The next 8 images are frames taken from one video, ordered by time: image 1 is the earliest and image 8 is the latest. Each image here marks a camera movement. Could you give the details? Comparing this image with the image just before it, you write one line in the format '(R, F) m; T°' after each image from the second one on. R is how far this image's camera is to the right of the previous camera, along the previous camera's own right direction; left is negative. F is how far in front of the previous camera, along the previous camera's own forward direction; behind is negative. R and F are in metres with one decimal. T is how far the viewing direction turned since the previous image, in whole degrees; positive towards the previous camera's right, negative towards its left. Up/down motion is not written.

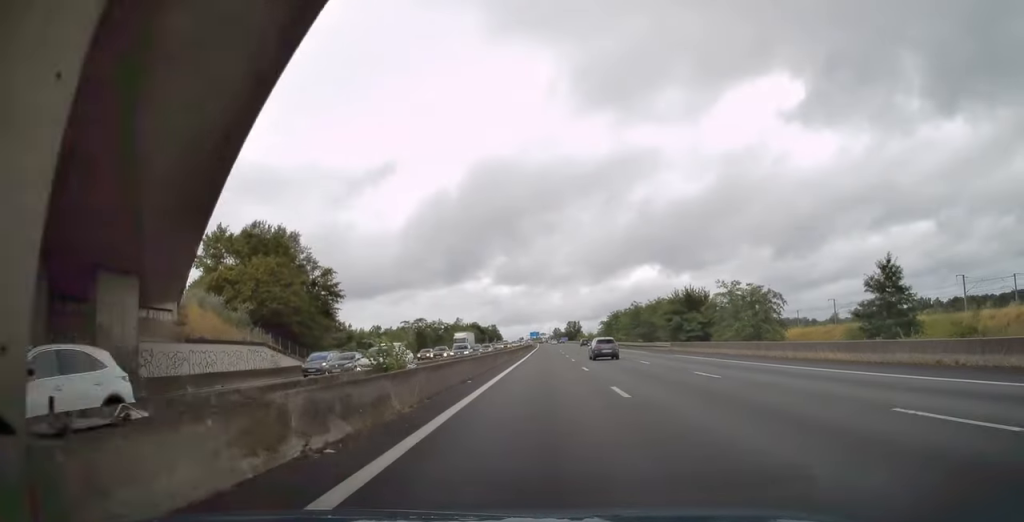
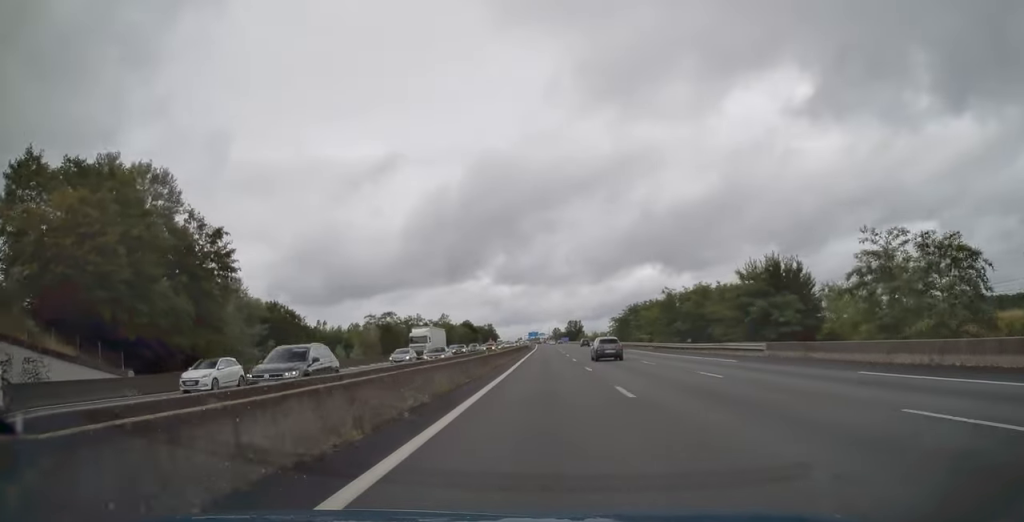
(0.0, +26.2) m; 0°
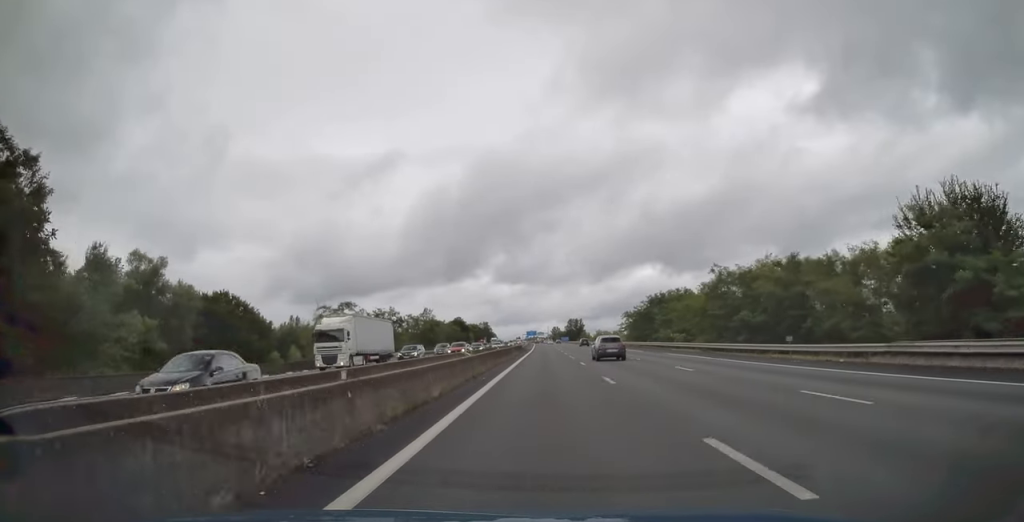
(0.0, +22.0) m; 0°
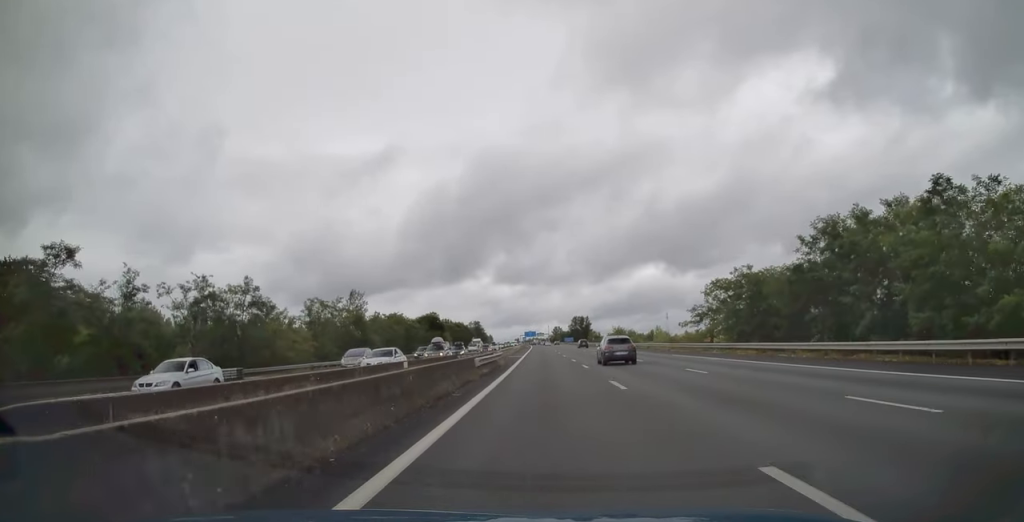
(0.0, +54.3) m; 0°
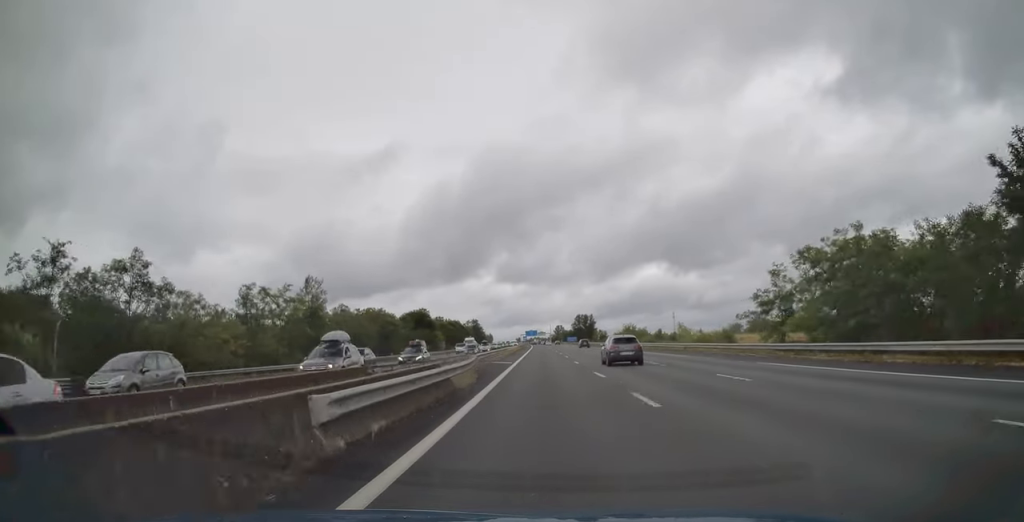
(0.0, +17.5) m; 0°
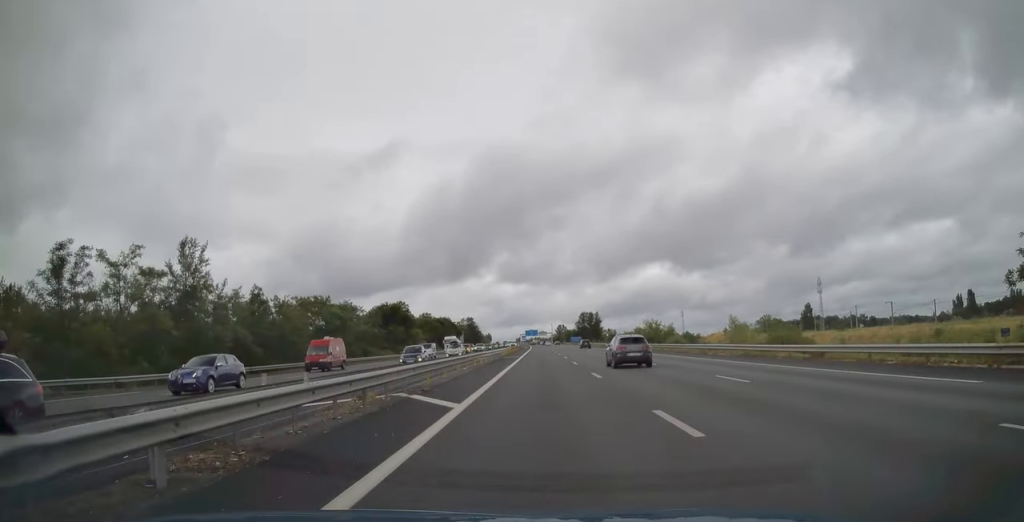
(+0.1, +26.6) m; 0°
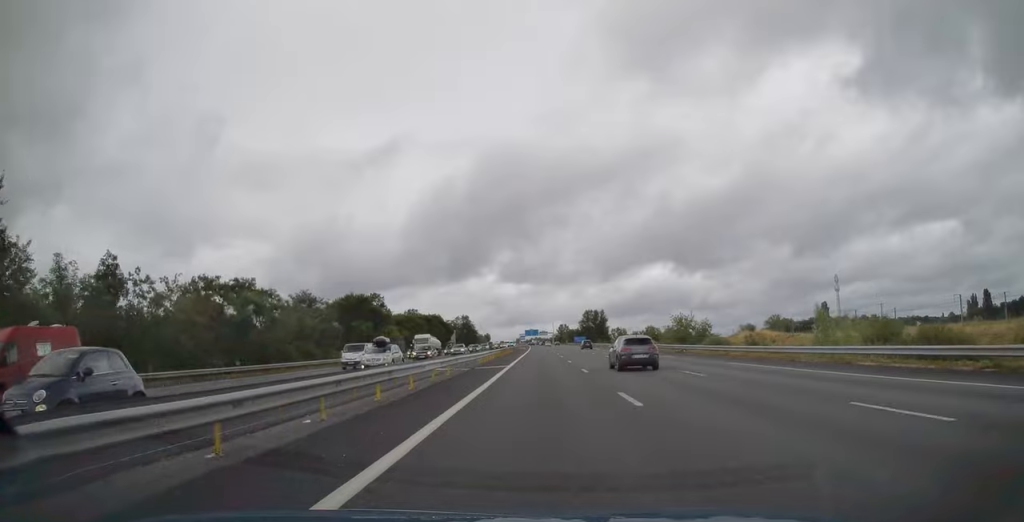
(0.0, +22.4) m; 0°
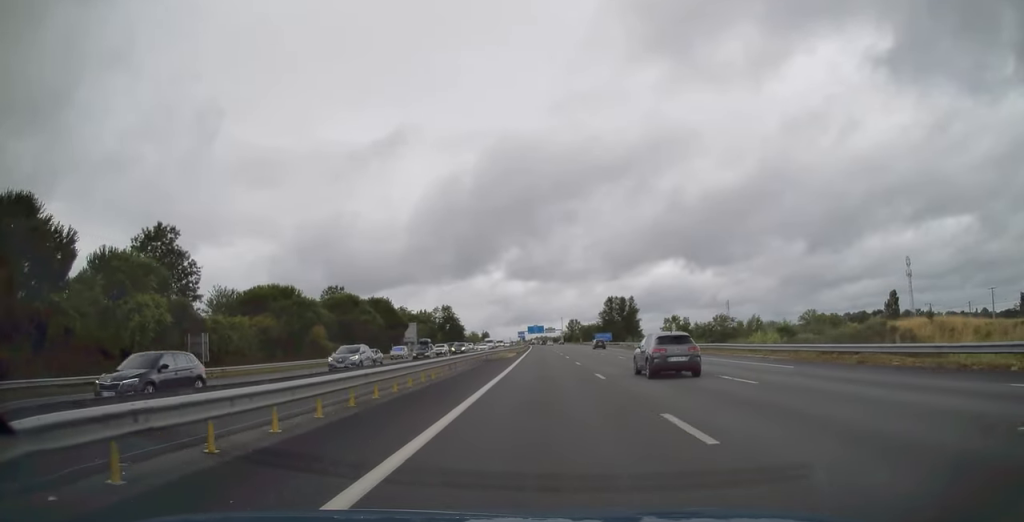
(-0.2, +70.3) m; 0°
